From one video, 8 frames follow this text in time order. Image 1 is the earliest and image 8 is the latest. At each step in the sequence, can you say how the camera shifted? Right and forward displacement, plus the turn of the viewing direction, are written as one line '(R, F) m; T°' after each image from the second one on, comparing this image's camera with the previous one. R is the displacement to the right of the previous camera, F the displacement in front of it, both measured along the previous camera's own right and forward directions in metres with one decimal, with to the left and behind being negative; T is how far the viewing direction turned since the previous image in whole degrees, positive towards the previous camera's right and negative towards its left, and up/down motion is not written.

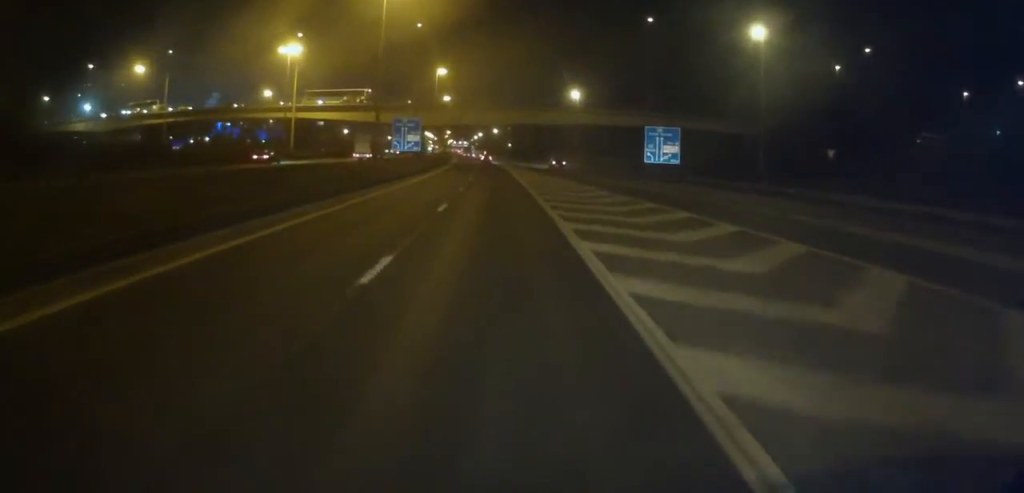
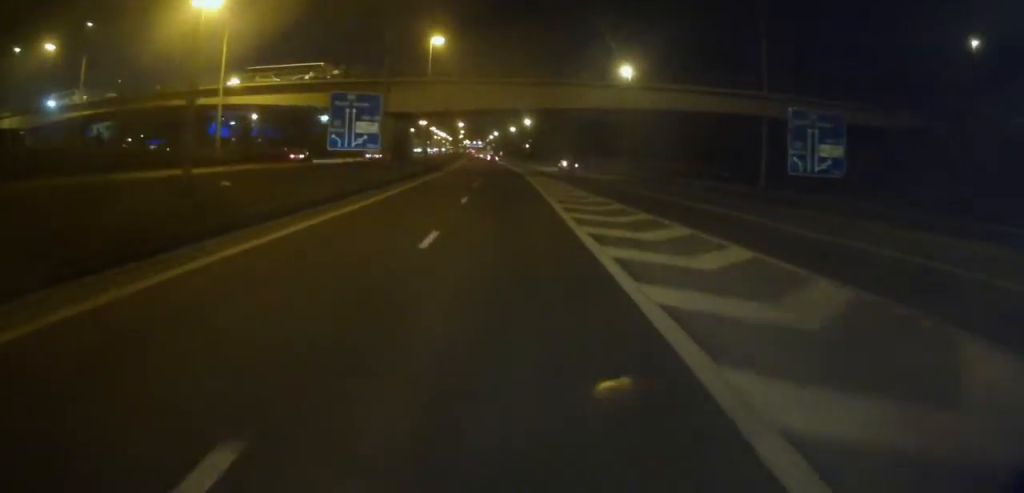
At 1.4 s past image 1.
(-0.7, +33.5) m; -2°
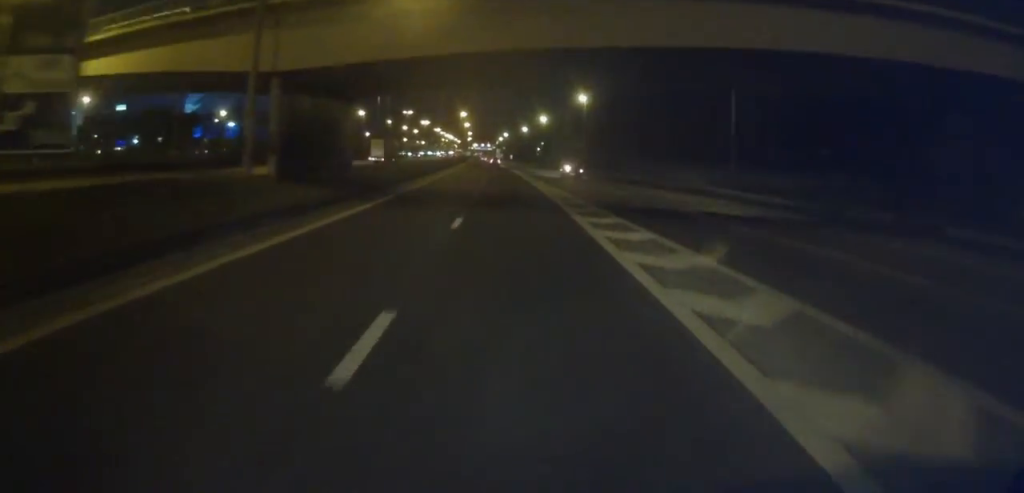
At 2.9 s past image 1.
(-0.6, +33.5) m; -2°
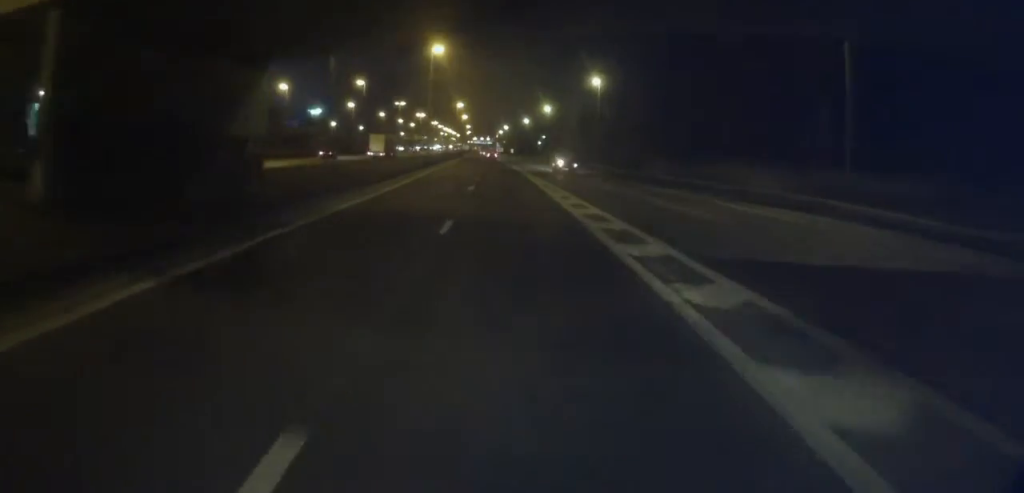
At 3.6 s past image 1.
(-0.2, +16.4) m; -1°
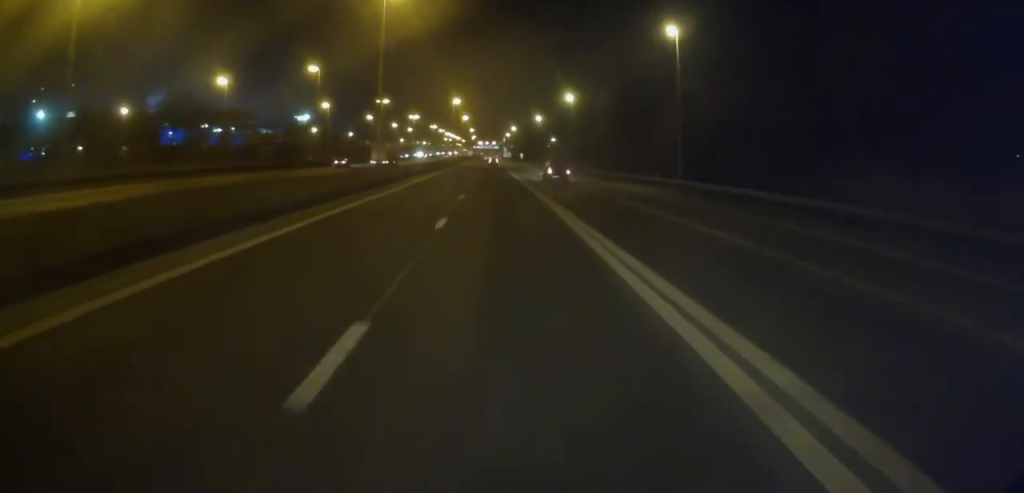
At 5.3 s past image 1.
(0.0, +40.1) m; 0°
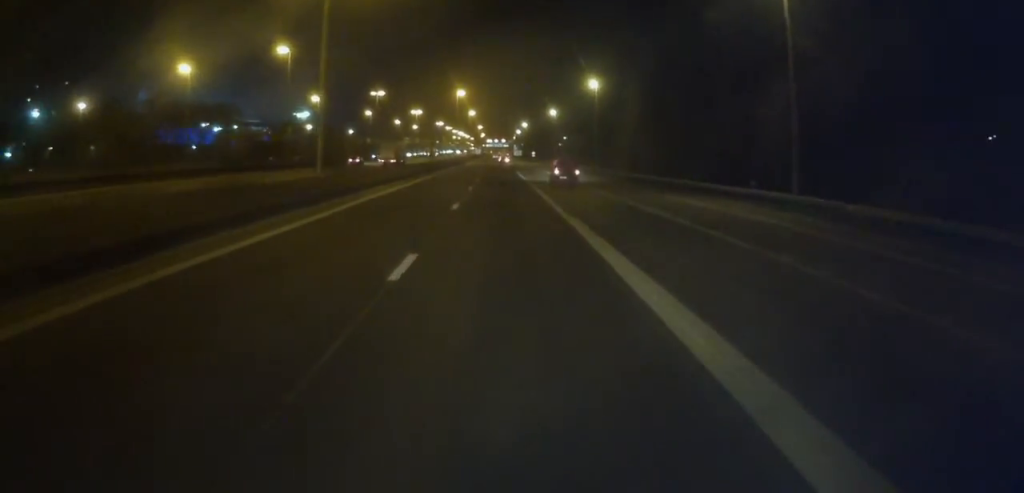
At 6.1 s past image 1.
(0.0, +19.7) m; 0°
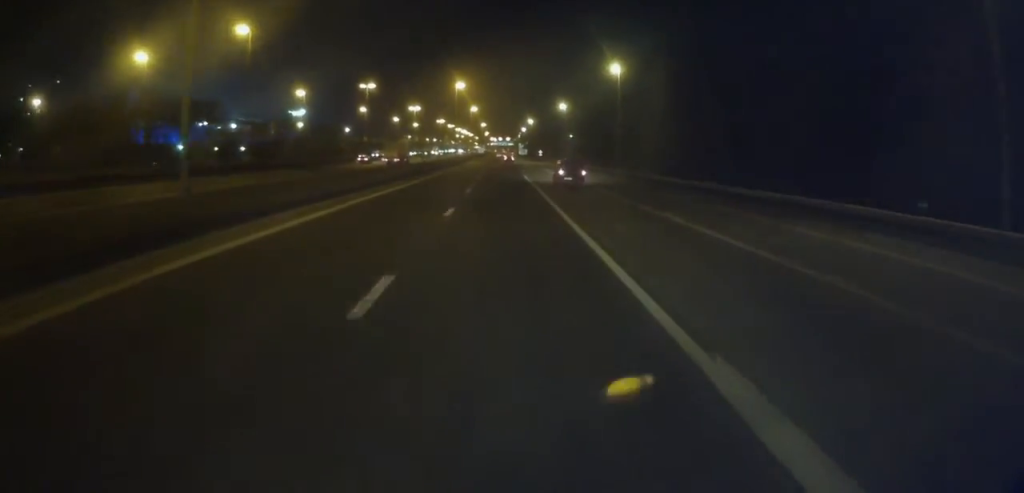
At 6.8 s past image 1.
(0.0, +15.8) m; 0°
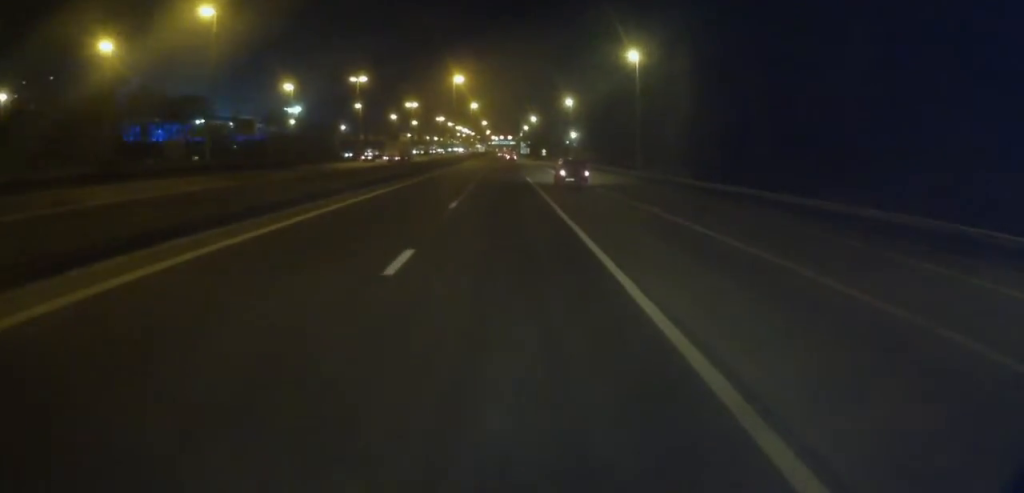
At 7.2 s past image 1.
(0.0, +10.3) m; 0°
